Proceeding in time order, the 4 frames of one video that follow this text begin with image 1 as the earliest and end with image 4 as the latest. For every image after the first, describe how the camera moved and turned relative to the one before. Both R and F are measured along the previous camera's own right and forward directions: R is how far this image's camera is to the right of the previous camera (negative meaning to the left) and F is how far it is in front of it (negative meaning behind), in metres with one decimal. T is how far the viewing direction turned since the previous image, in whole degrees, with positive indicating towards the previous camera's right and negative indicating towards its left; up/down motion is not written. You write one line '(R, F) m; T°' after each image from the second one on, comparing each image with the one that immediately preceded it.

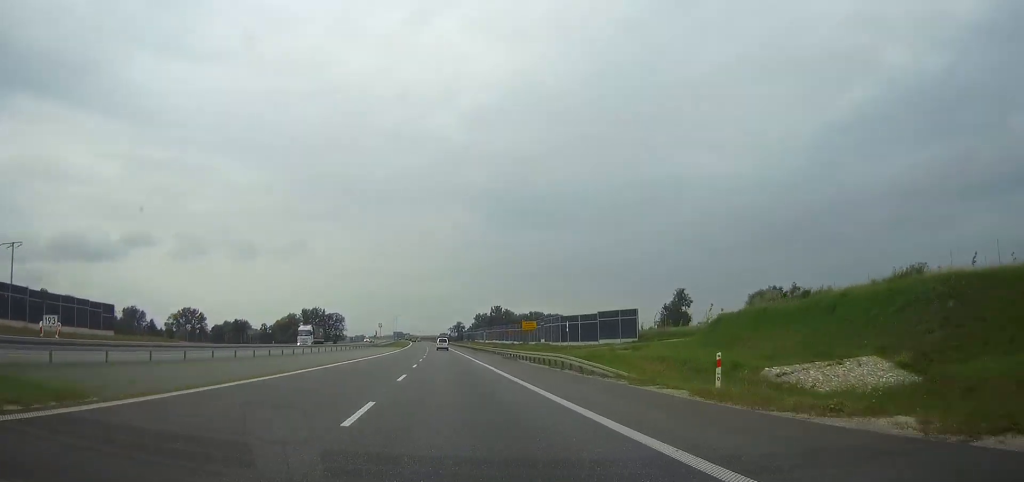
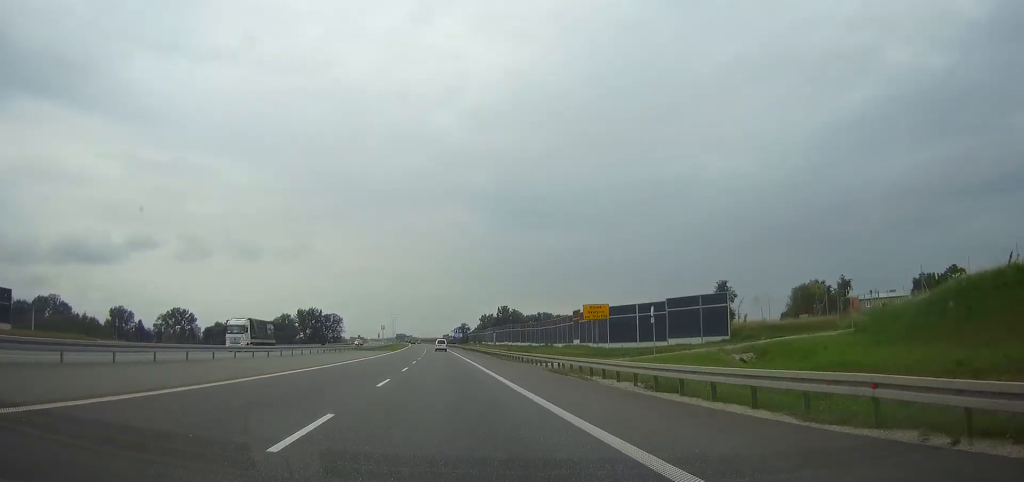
(-0.2, +26.8) m; 0°
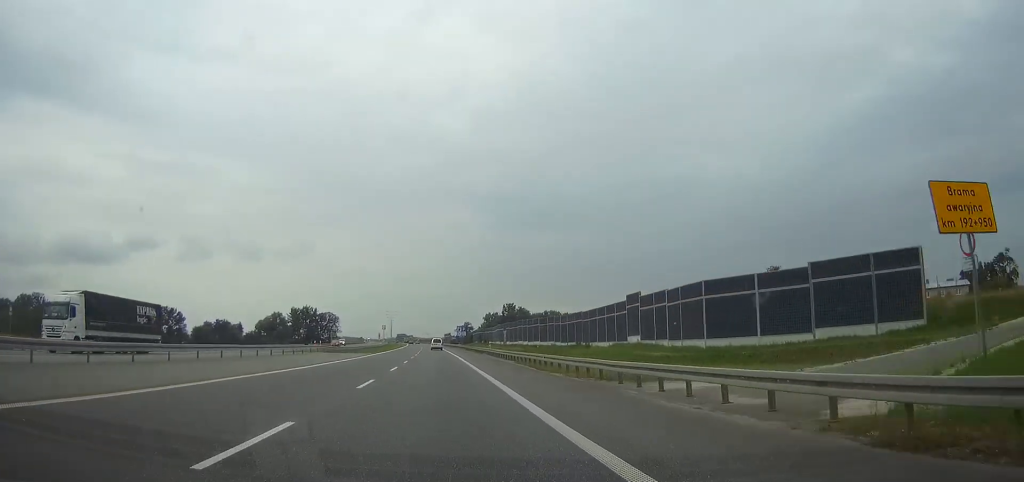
(-0.1, +25.4) m; 0°
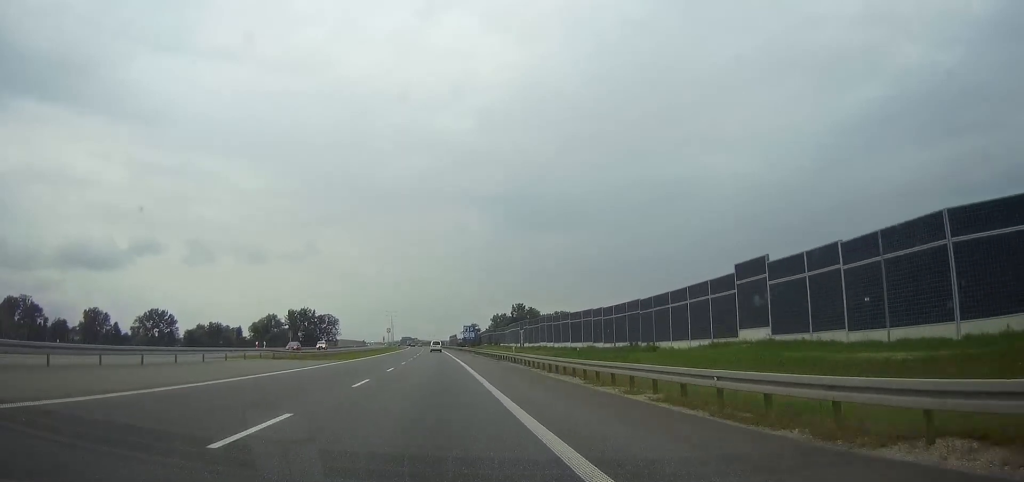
(0.0, +22.7) m; 0°
